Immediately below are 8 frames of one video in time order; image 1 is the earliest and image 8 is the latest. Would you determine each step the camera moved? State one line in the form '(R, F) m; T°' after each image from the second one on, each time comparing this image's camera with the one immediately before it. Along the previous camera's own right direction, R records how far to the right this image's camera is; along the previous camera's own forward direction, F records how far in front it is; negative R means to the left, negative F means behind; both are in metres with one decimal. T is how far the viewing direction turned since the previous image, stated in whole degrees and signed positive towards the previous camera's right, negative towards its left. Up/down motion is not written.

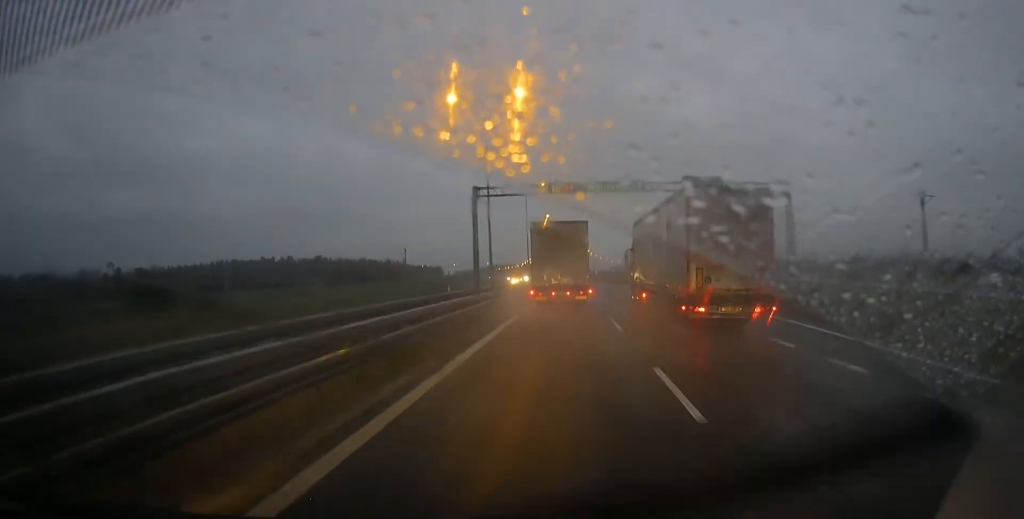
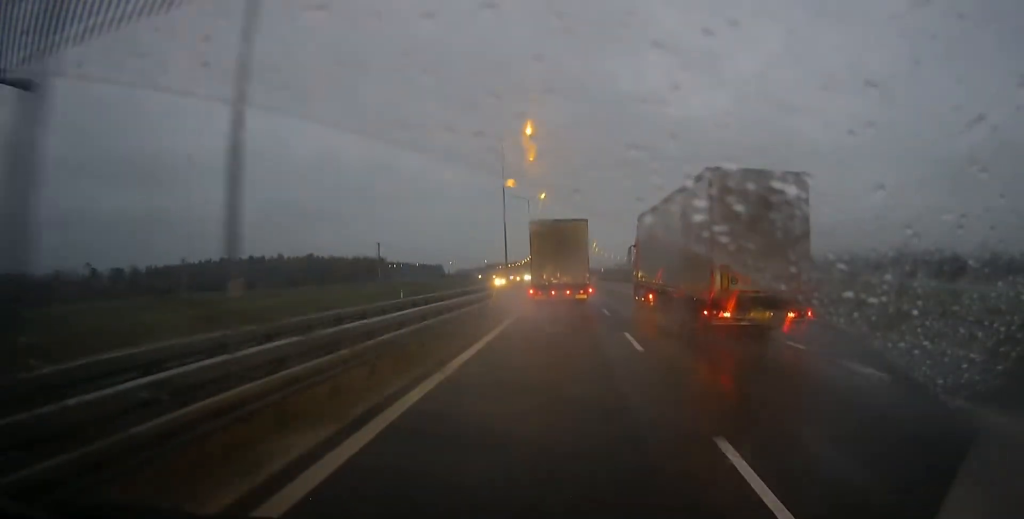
(0.0, +29.2) m; -1°
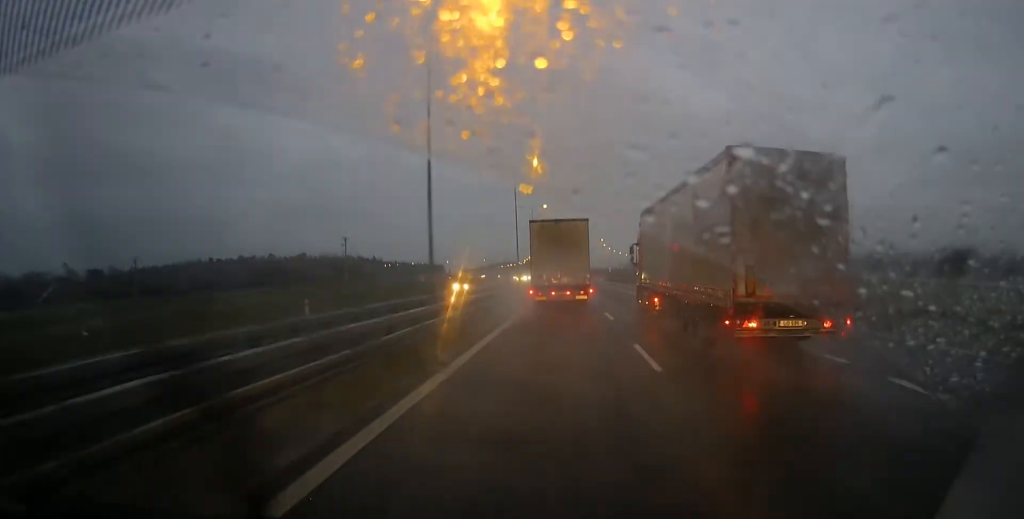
(-0.4, +26.8) m; -1°
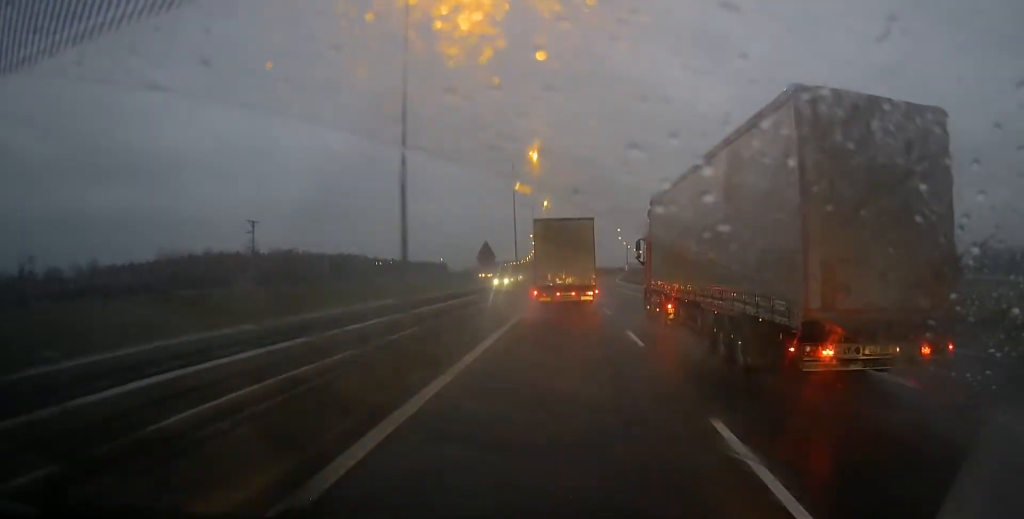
(-0.2, +43.7) m; -1°
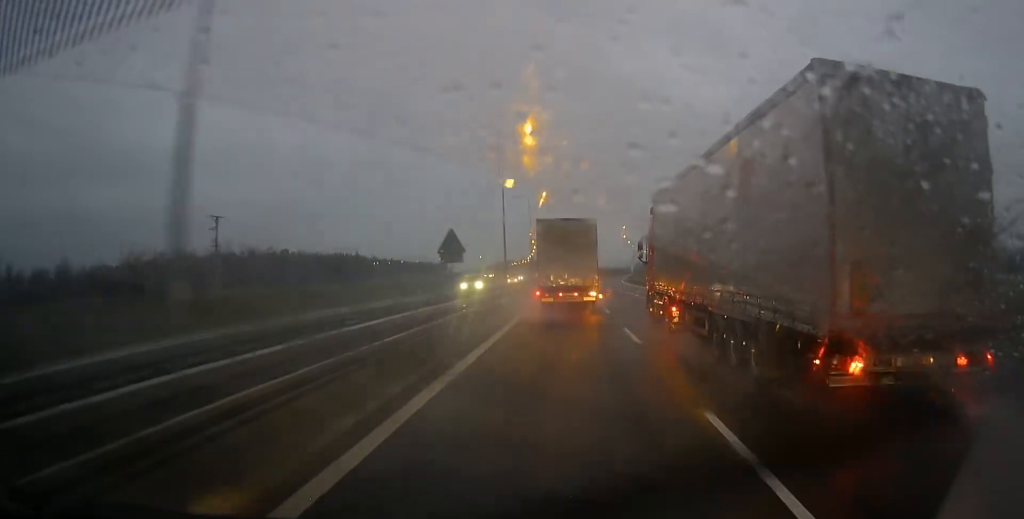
(0.0, +10.9) m; 0°
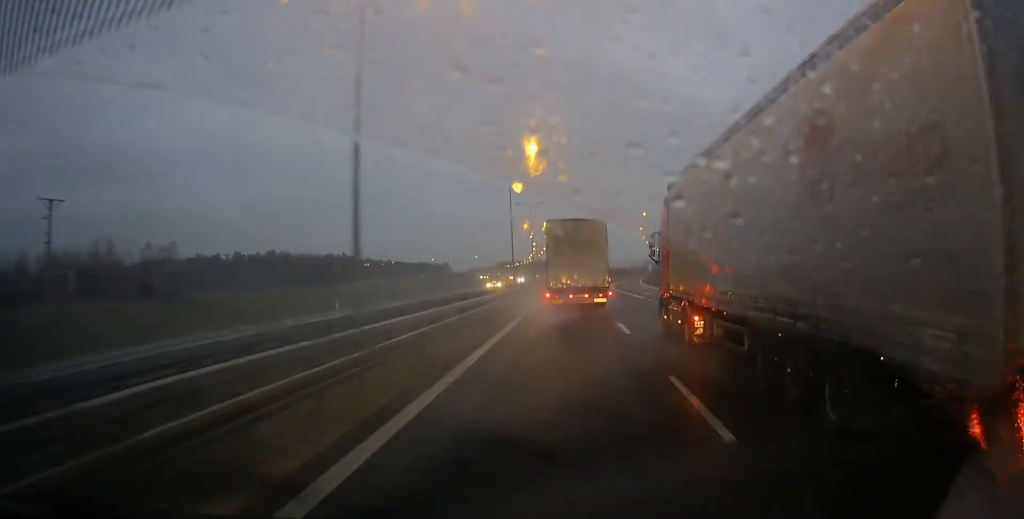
(-0.2, +33.3) m; 0°
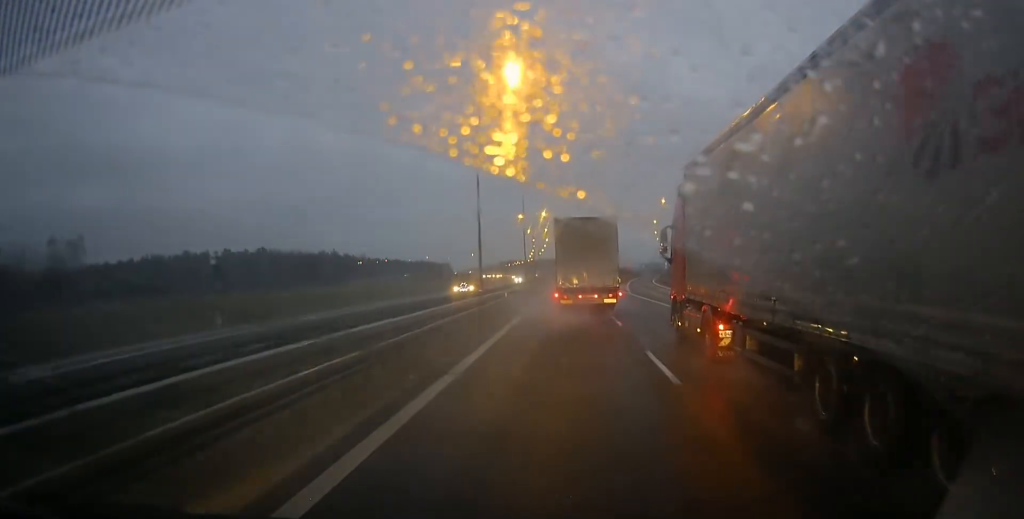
(0.0, +20.3) m; 0°
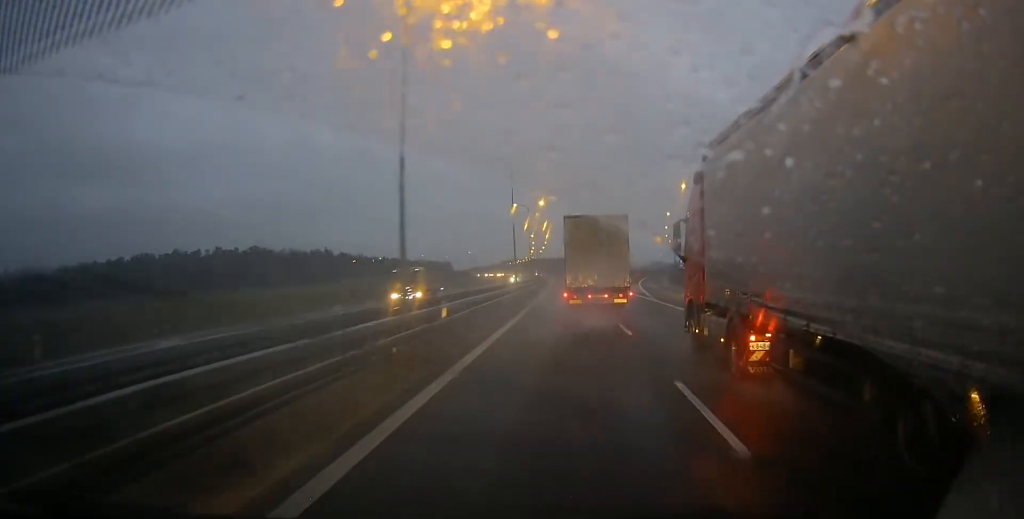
(0.0, +15.5) m; 0°
